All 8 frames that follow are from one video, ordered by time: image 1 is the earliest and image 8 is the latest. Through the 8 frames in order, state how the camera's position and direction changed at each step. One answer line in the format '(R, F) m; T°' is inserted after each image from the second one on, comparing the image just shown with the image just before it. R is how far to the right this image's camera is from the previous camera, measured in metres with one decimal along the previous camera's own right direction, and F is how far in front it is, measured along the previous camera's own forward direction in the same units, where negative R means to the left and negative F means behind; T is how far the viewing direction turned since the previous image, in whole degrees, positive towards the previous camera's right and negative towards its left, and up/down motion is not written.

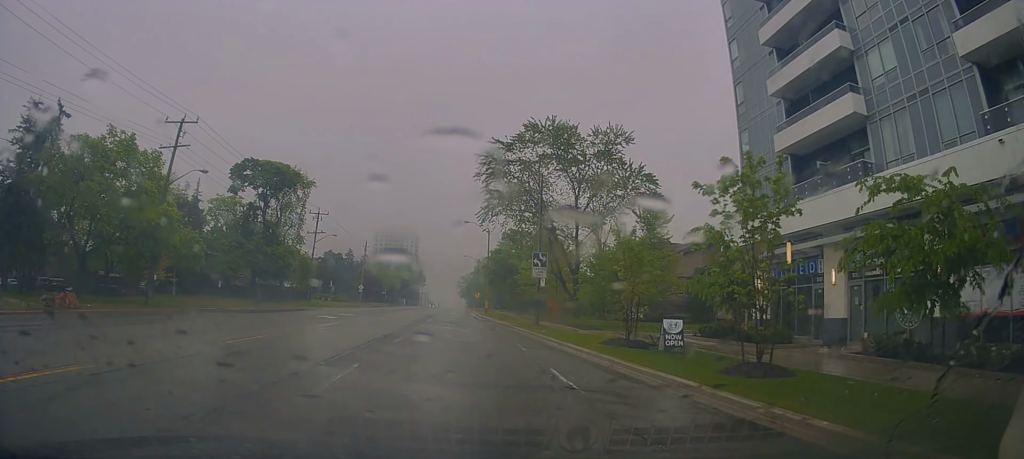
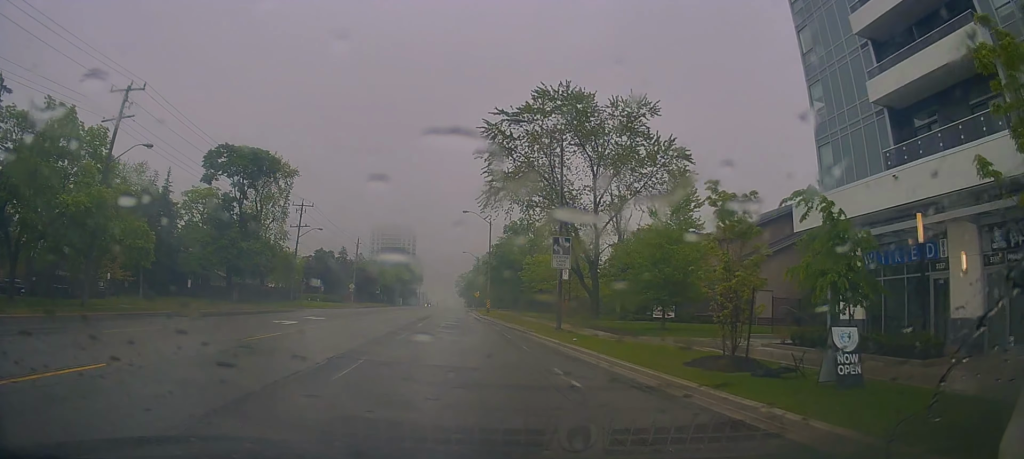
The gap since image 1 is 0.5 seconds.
(+0.1, +8.0) m; 0°
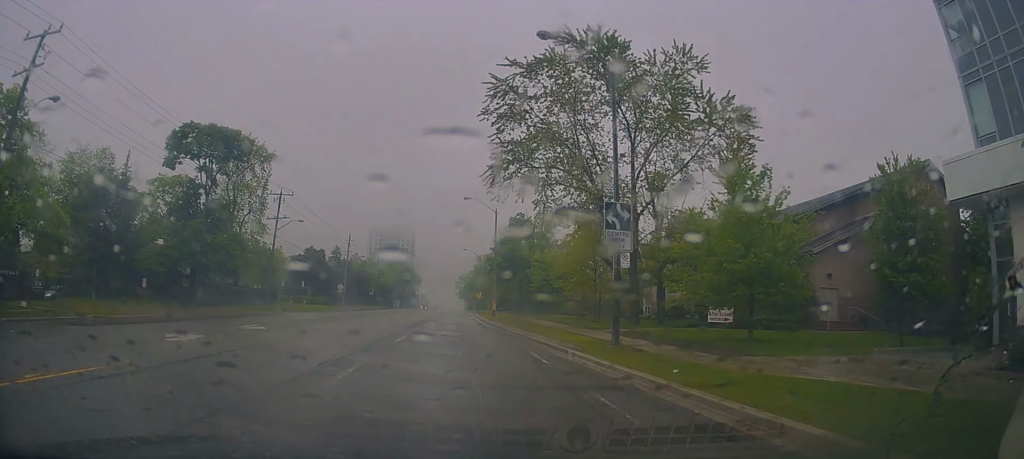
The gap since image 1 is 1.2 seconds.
(-0.4, +9.3) m; +2°
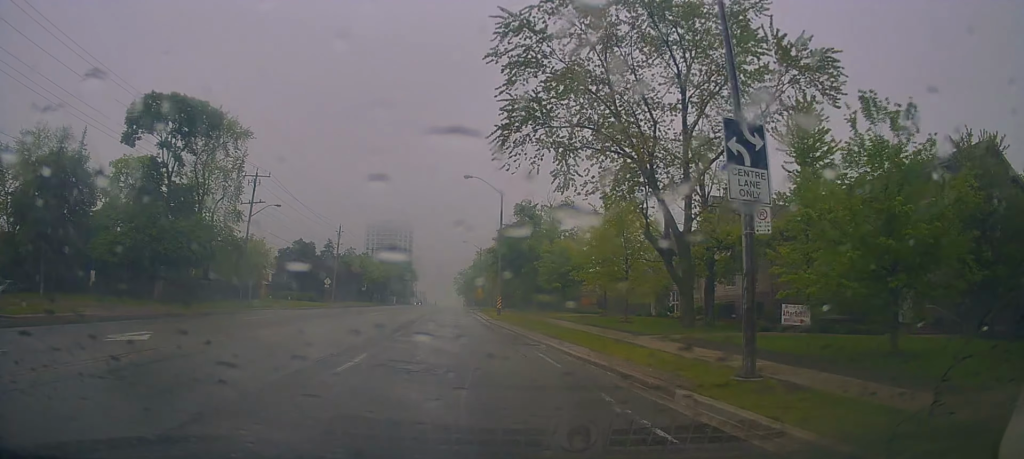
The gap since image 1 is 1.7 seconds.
(+0.1, +8.2) m; +1°
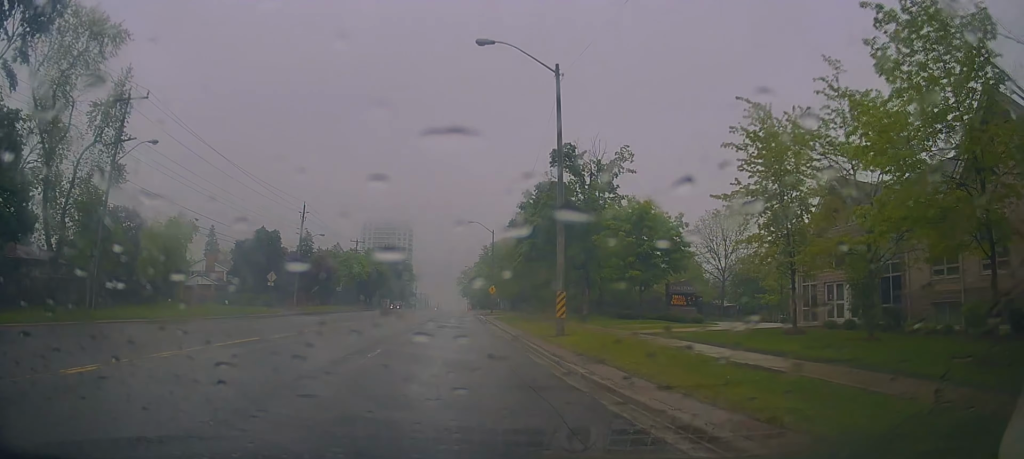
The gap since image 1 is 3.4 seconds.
(+0.1, +26.1) m; -1°
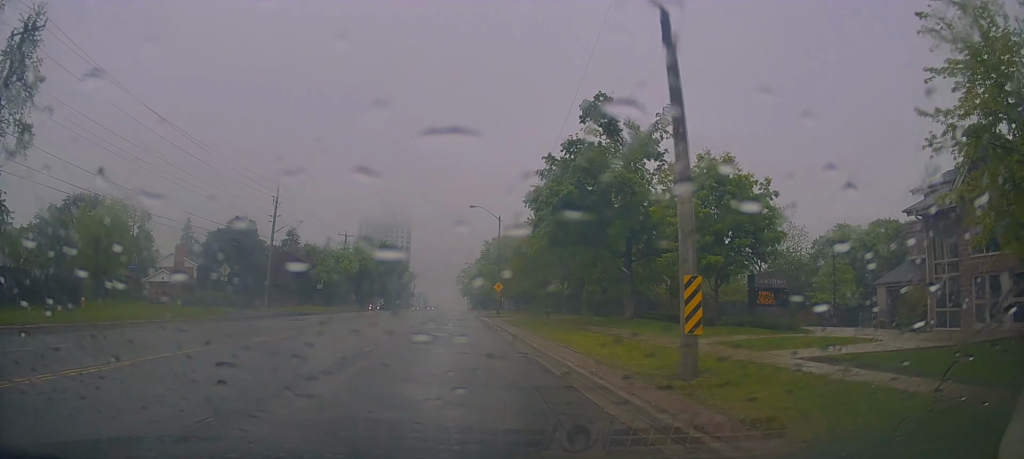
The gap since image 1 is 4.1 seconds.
(+0.2, +11.4) m; 0°
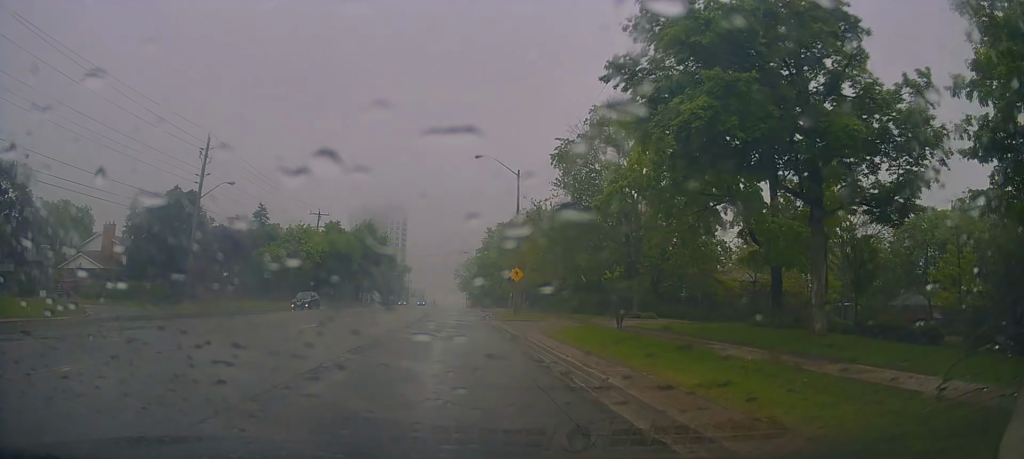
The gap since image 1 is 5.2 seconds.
(-0.1, +19.5) m; +1°
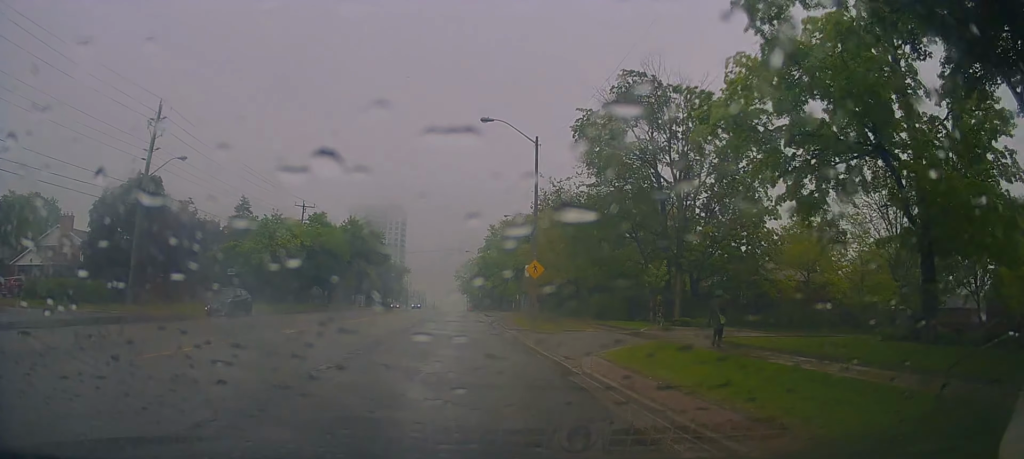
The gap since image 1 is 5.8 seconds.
(+0.1, +9.1) m; 0°
